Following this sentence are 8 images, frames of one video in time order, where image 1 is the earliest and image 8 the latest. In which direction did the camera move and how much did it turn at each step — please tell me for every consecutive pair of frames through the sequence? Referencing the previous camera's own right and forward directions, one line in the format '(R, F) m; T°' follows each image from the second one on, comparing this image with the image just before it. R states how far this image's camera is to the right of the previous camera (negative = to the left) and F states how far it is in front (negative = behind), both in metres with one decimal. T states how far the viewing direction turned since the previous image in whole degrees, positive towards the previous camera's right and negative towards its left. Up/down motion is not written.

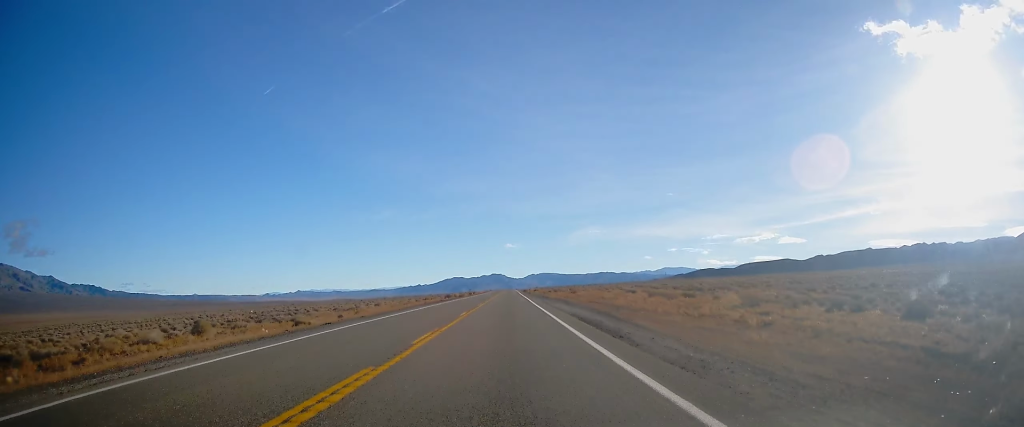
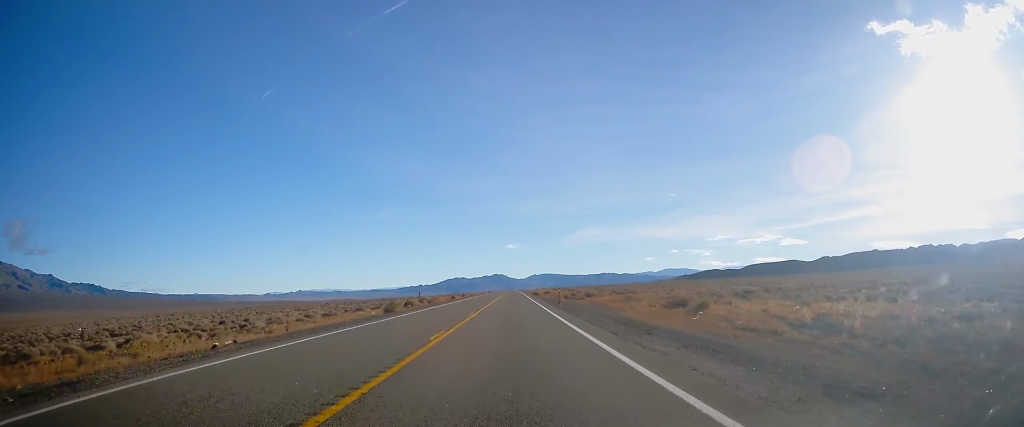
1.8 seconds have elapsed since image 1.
(-0.8, +60.2) m; 0°
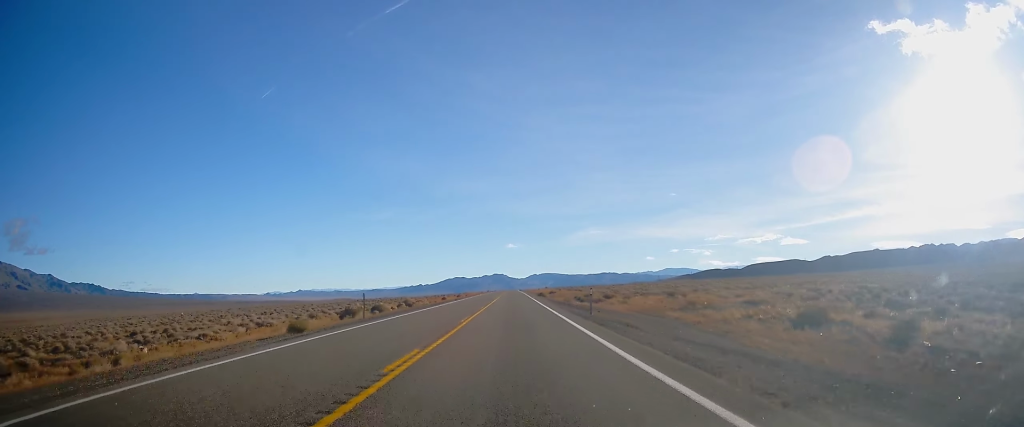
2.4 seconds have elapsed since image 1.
(+0.1, +17.6) m; 0°
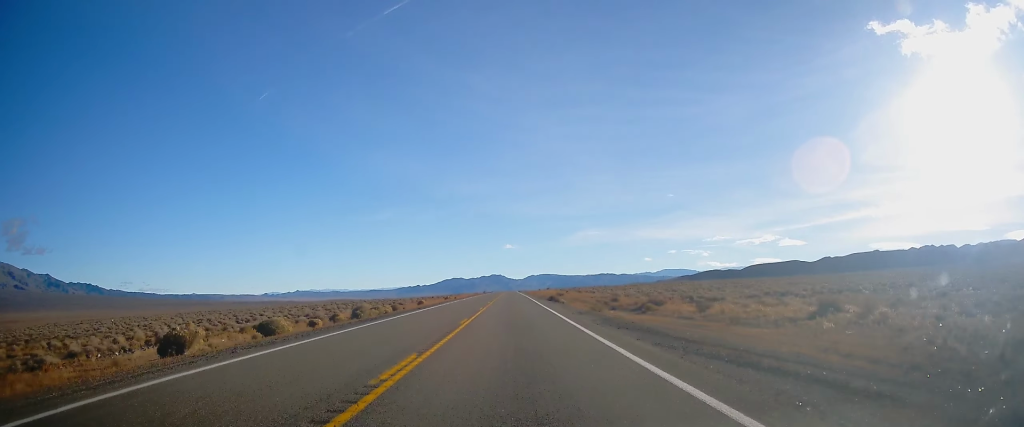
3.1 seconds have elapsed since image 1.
(+0.2, +25.5) m; 0°
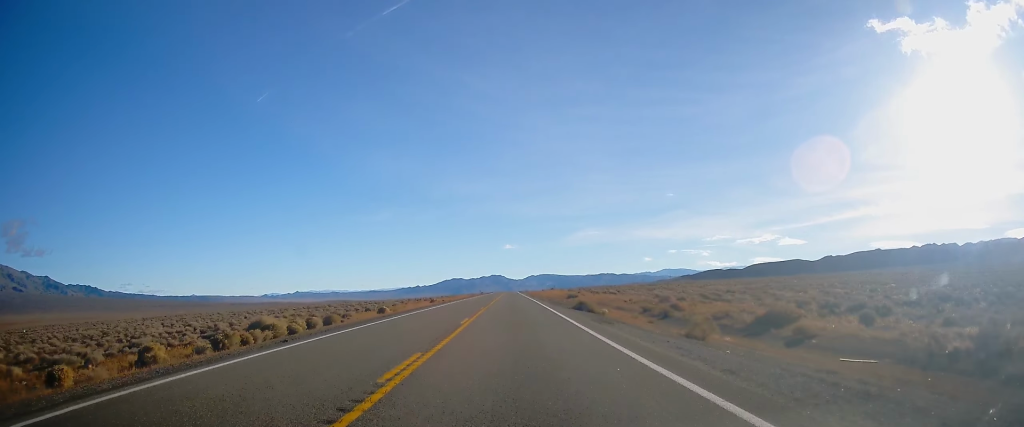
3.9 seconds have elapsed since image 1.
(-0.3, +24.6) m; 0°
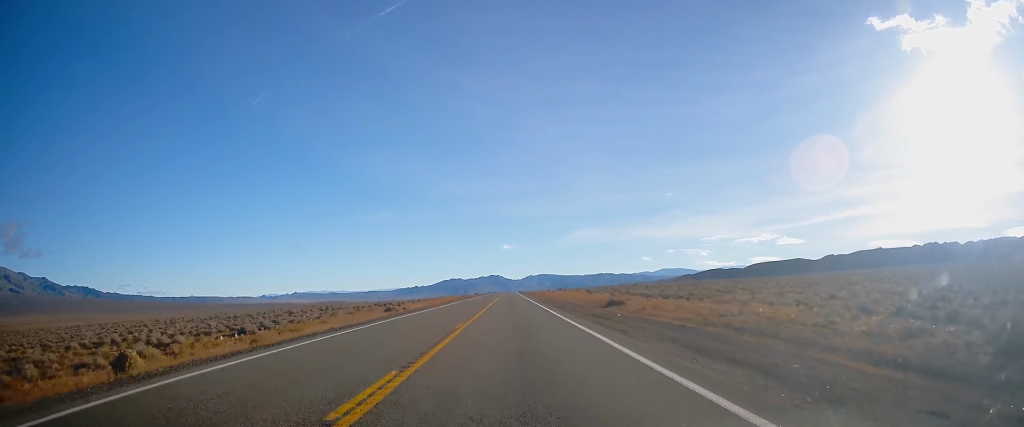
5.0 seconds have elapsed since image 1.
(+0.1, +39.6) m; +1°
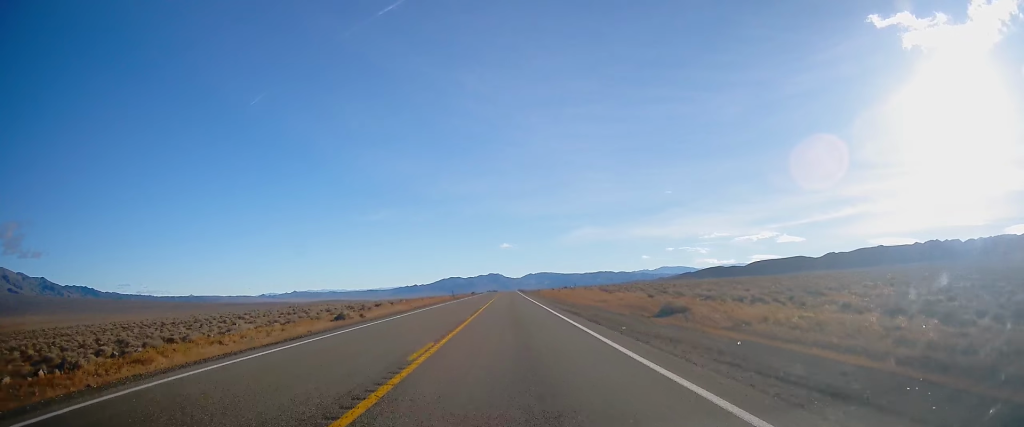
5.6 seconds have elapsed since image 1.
(+0.4, +20.2) m; -1°
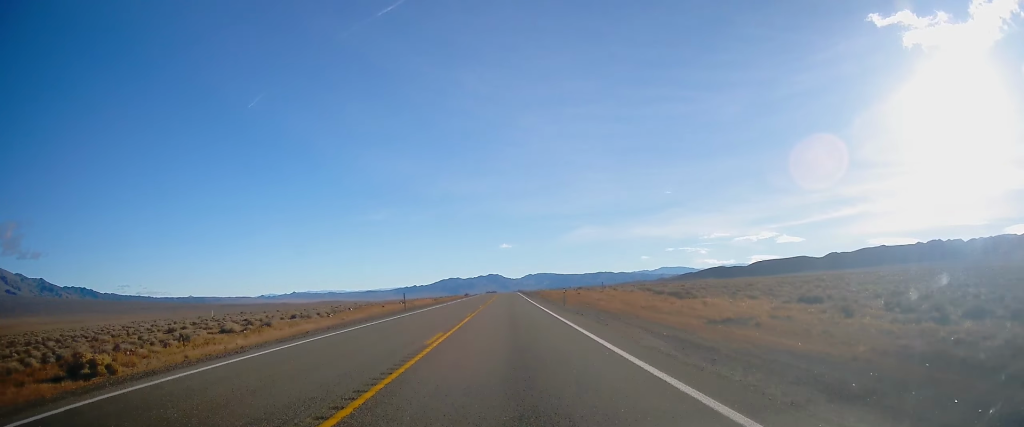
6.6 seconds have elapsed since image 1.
(-0.5, +33.7) m; -1°
